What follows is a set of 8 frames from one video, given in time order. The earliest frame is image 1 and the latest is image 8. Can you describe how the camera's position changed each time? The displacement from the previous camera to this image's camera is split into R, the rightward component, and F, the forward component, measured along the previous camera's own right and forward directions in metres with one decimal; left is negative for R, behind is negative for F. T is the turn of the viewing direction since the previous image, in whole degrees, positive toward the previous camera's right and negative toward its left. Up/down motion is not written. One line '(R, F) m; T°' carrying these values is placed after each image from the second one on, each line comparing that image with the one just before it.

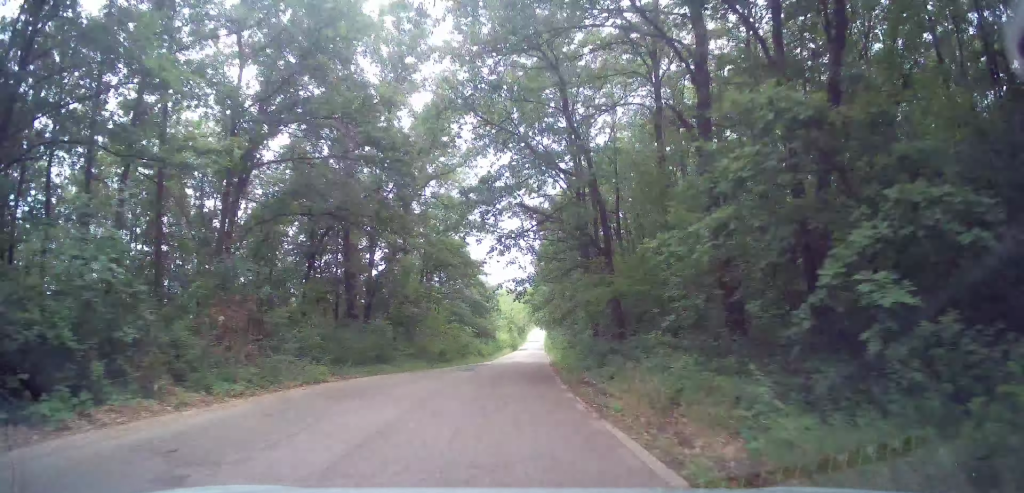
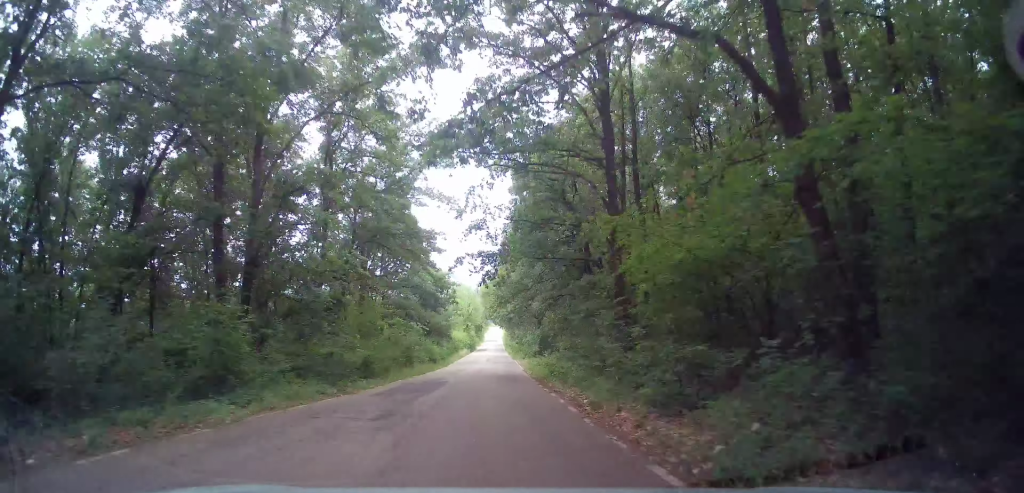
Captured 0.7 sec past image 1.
(+0.6, +12.1) m; +4°
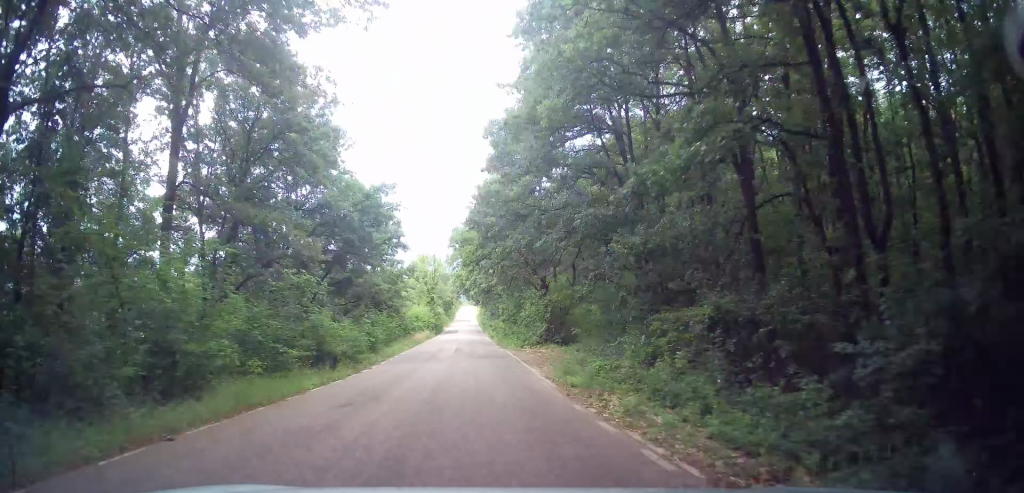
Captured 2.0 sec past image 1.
(+1.1, +23.2) m; +5°
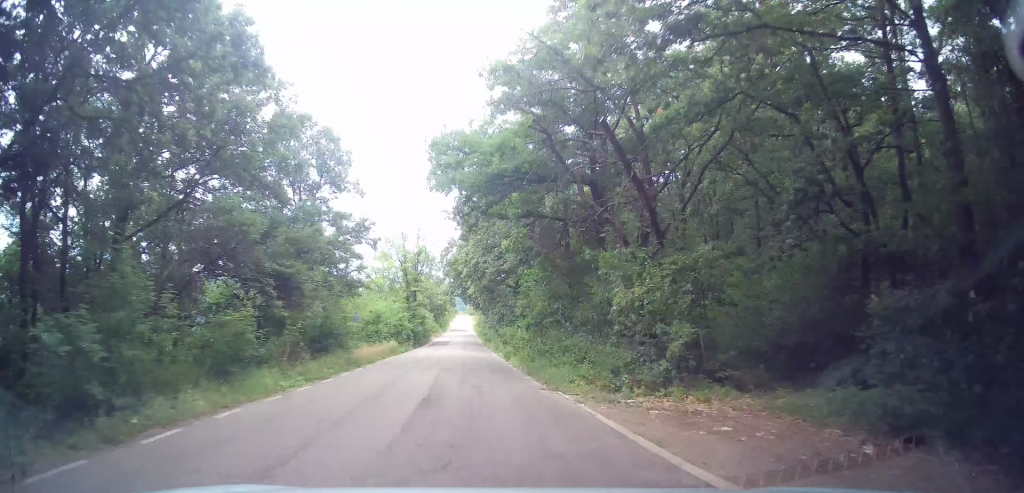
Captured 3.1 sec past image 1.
(+0.6, +20.4) m; +1°
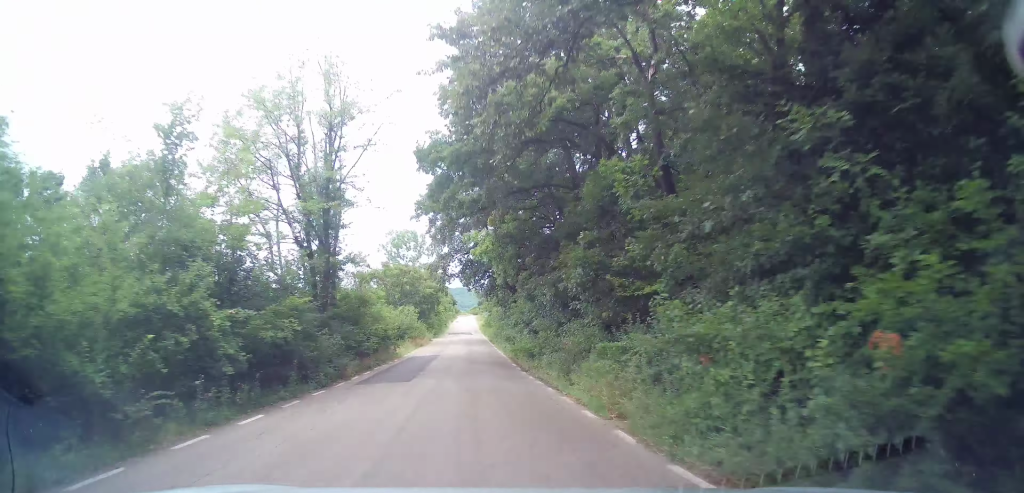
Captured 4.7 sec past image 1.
(-0.4, +31.0) m; -1°
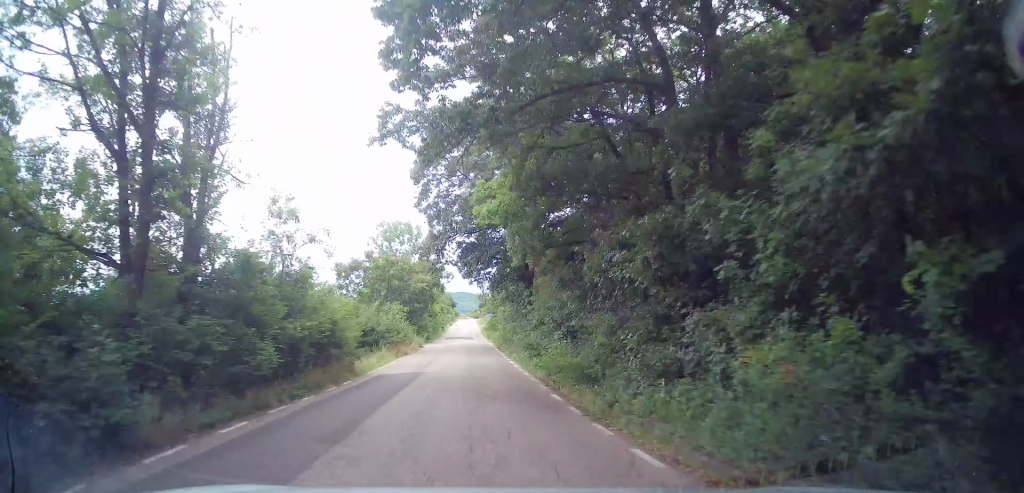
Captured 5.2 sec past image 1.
(0.0, +10.6) m; 0°
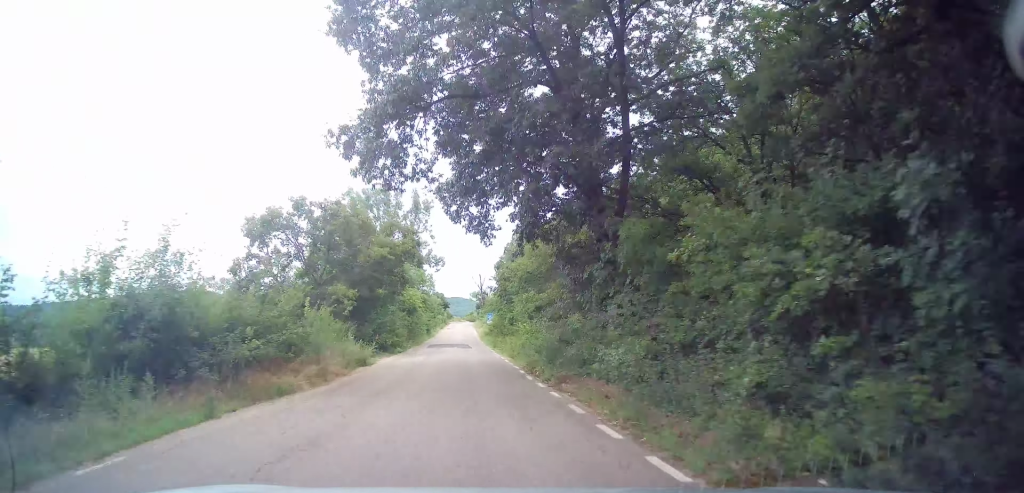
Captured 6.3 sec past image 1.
(+0.2, +20.6) m; 0°
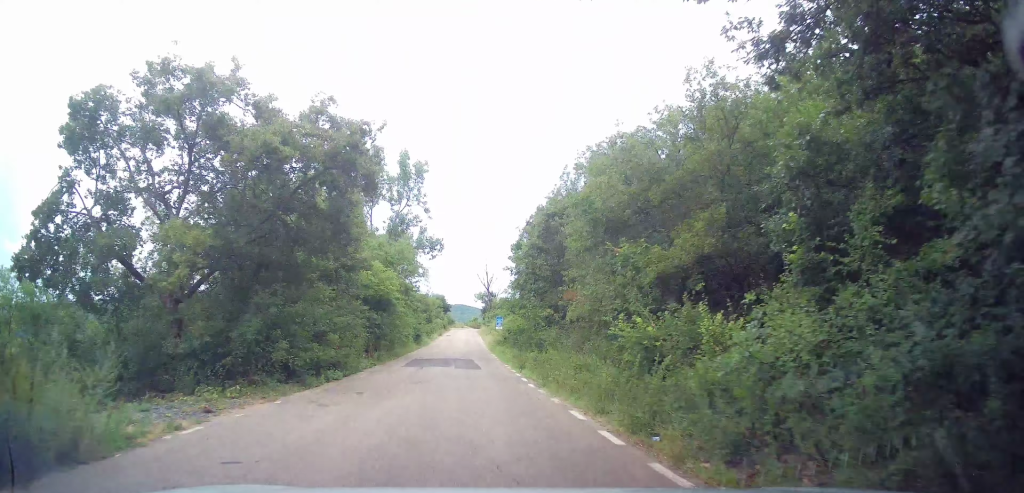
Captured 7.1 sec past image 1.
(-0.1, +15.9) m; 0°
